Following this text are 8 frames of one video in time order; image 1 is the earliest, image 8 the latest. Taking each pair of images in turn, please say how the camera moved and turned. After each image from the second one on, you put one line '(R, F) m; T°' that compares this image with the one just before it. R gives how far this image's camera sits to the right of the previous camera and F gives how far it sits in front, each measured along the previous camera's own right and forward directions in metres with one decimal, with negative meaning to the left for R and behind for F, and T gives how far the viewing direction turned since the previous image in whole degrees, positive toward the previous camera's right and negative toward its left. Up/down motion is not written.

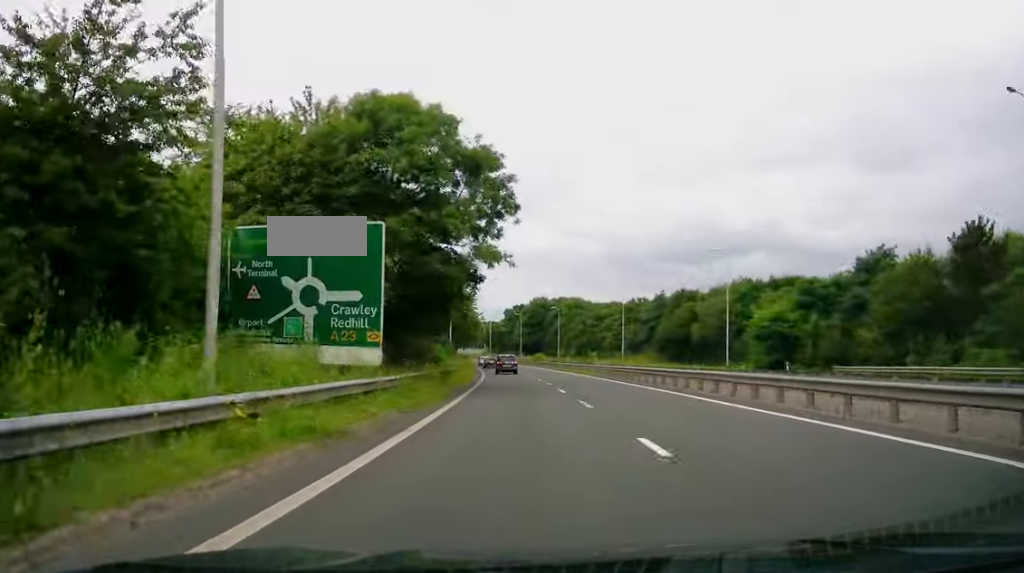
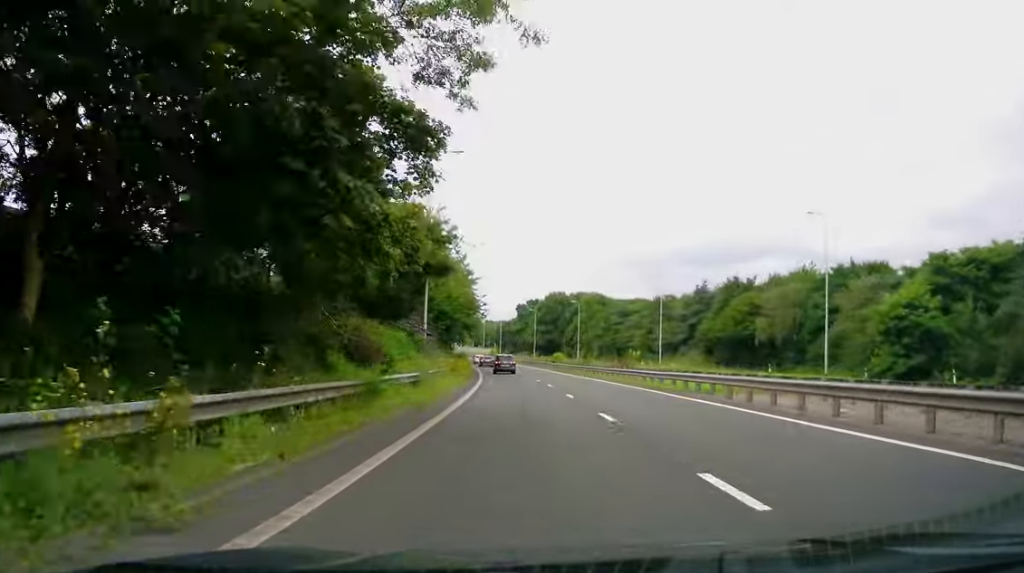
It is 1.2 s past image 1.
(-0.3, +21.3) m; -1°
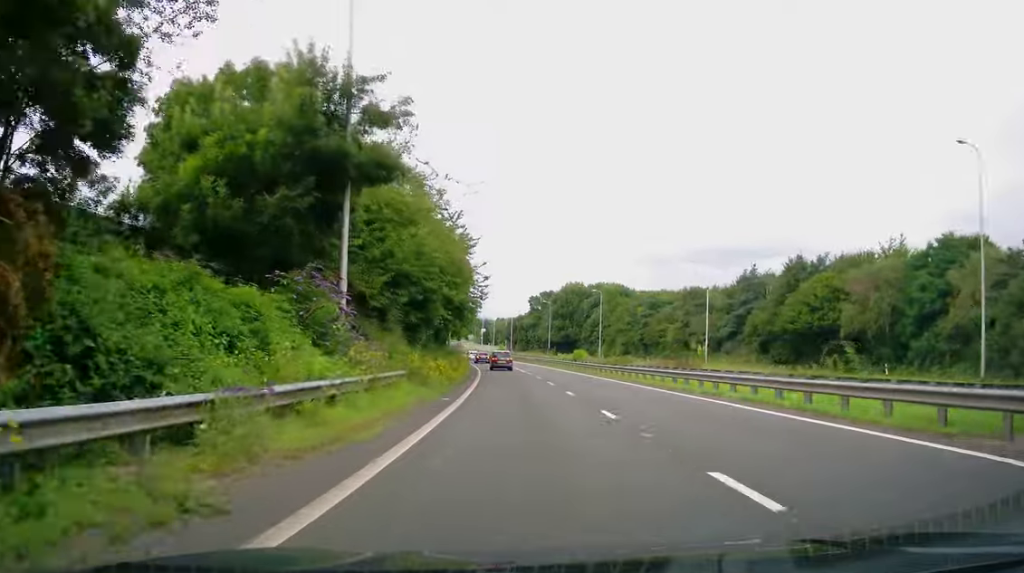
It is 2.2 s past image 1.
(0.0, +17.7) m; 0°
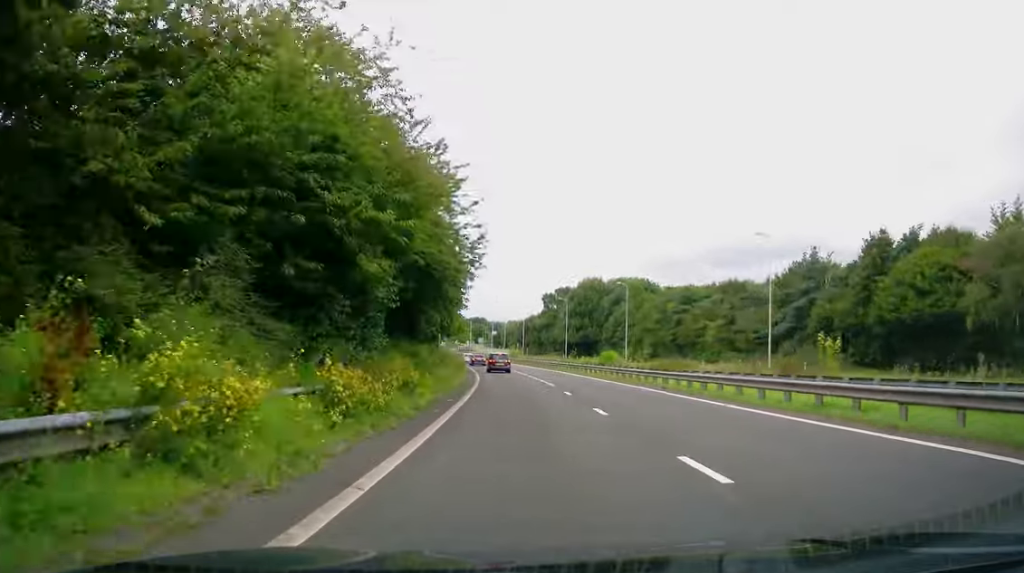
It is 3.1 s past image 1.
(-0.1, +16.2) m; -1°
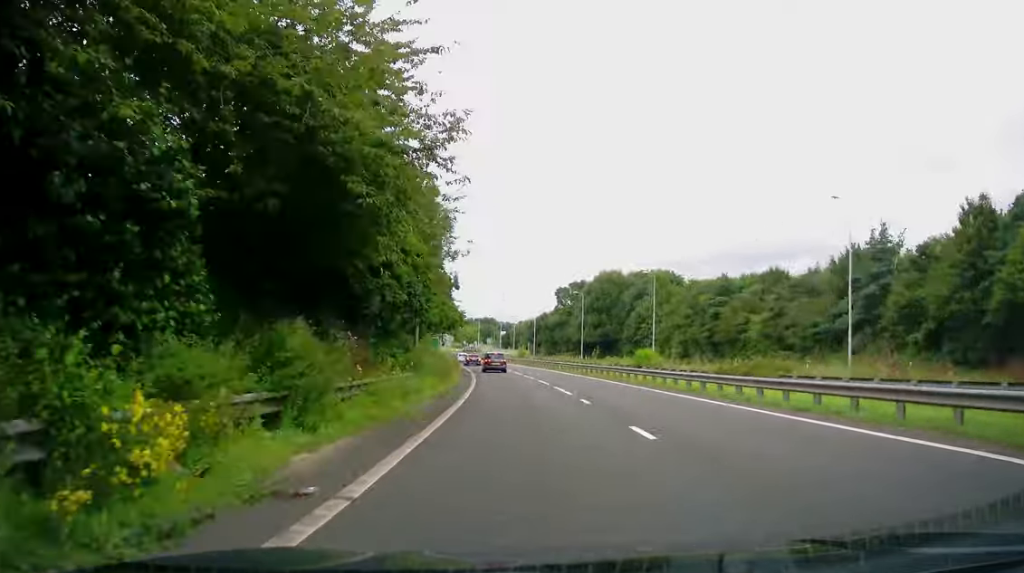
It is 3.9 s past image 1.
(-0.3, +13.8) m; -1°
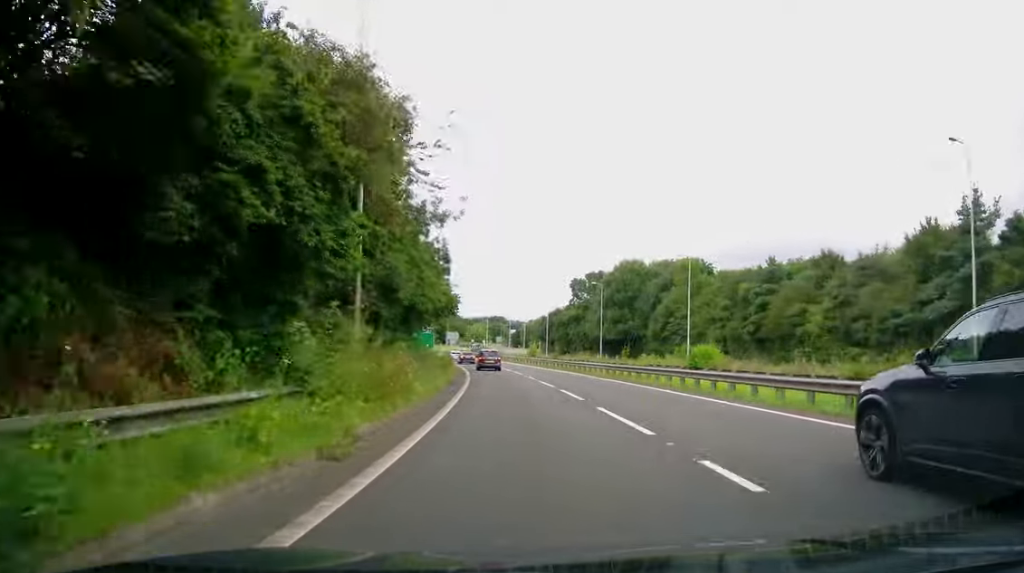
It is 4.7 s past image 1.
(+0.1, +13.6) m; -1°
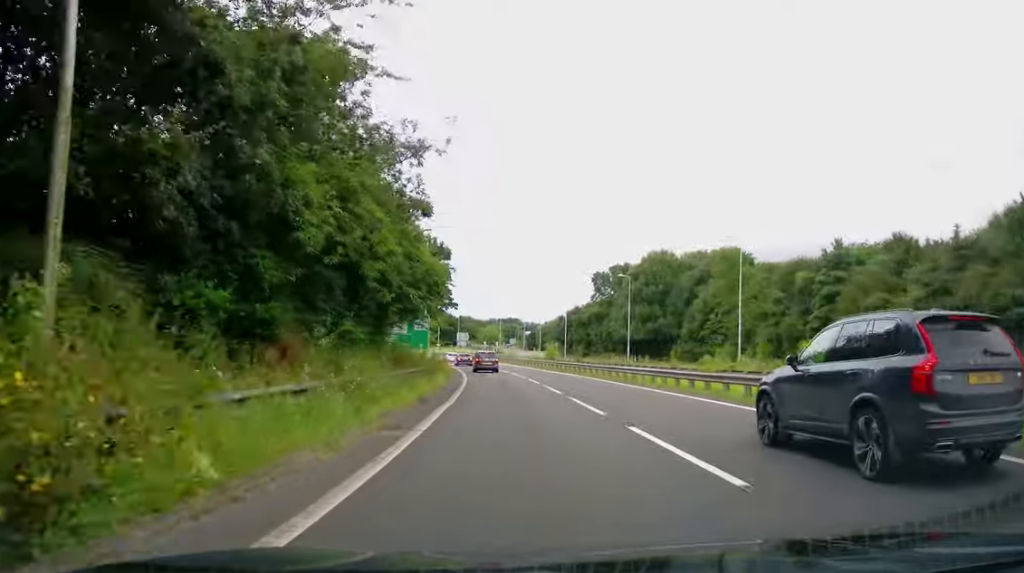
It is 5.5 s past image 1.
(-0.4, +13.5) m; -3°
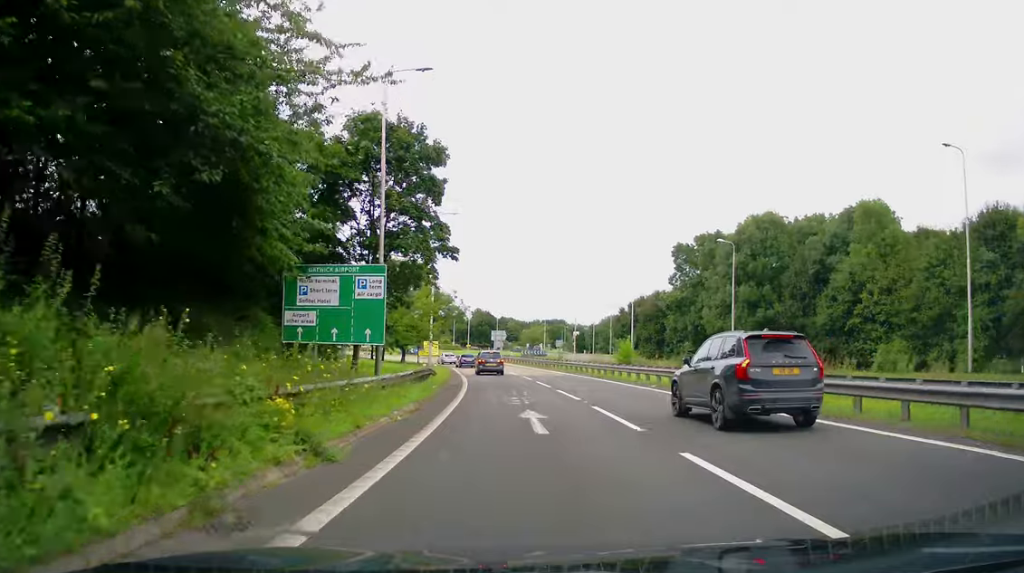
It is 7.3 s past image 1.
(-1.1, +30.1) m; -4°
